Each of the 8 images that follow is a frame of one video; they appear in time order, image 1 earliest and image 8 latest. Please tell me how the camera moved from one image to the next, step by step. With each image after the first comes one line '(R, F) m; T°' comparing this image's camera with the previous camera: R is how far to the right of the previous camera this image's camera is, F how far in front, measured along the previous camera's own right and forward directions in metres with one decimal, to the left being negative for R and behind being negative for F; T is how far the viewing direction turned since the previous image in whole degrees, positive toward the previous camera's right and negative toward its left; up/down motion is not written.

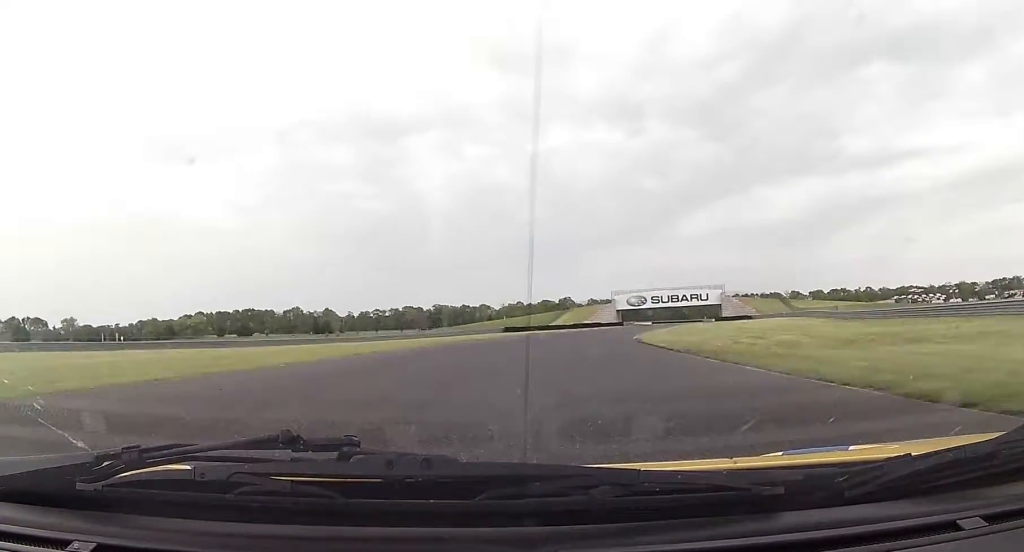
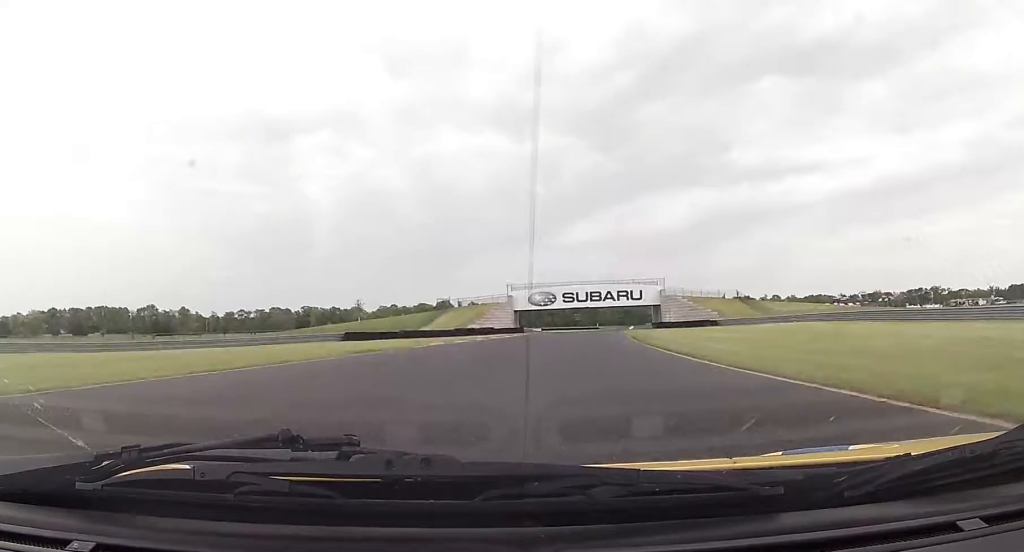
(+4.0, +45.3) m; +10°
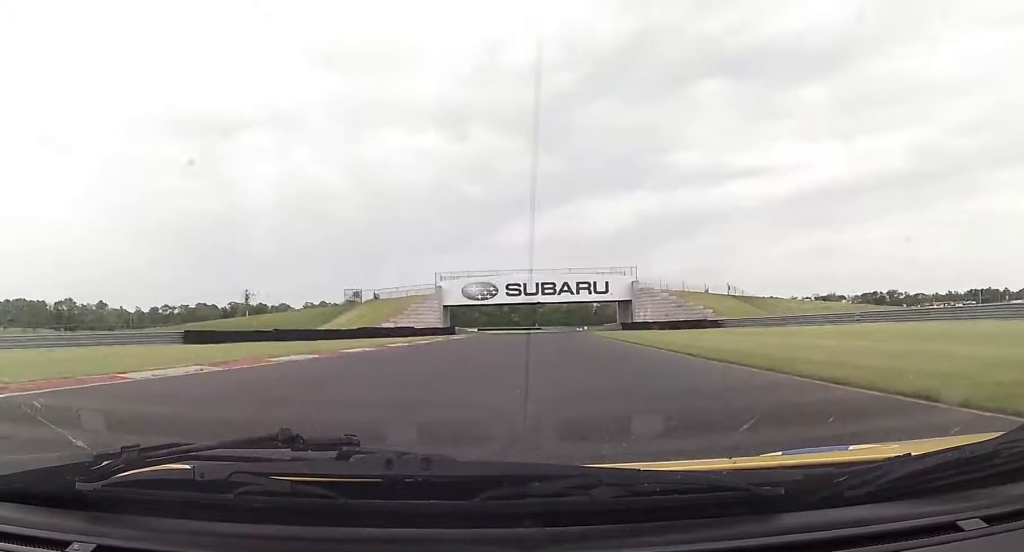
(+1.3, +26.0) m; +5°
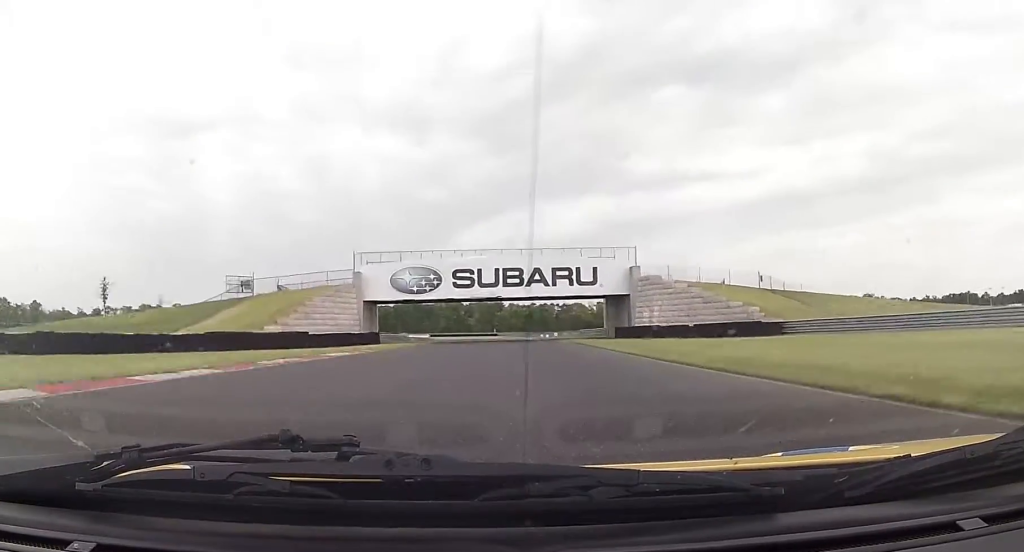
(+0.8, +26.3) m; +4°
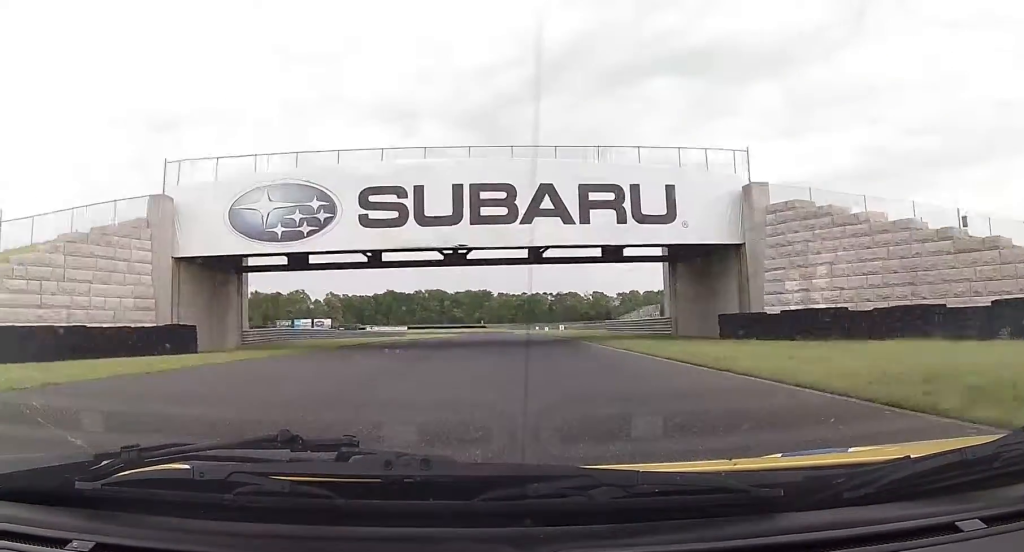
(+1.3, +35.0) m; +1°
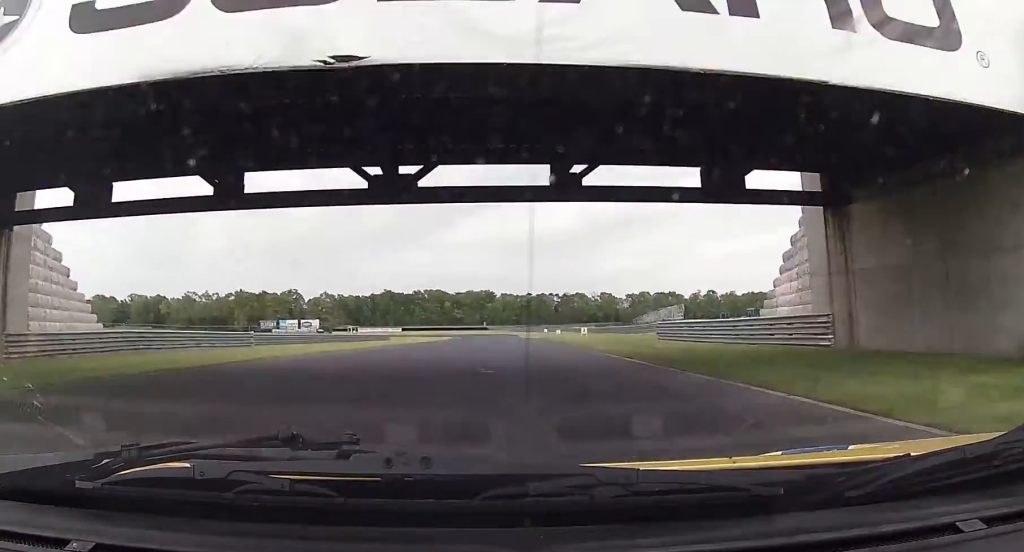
(+0.1, +20.6) m; 0°
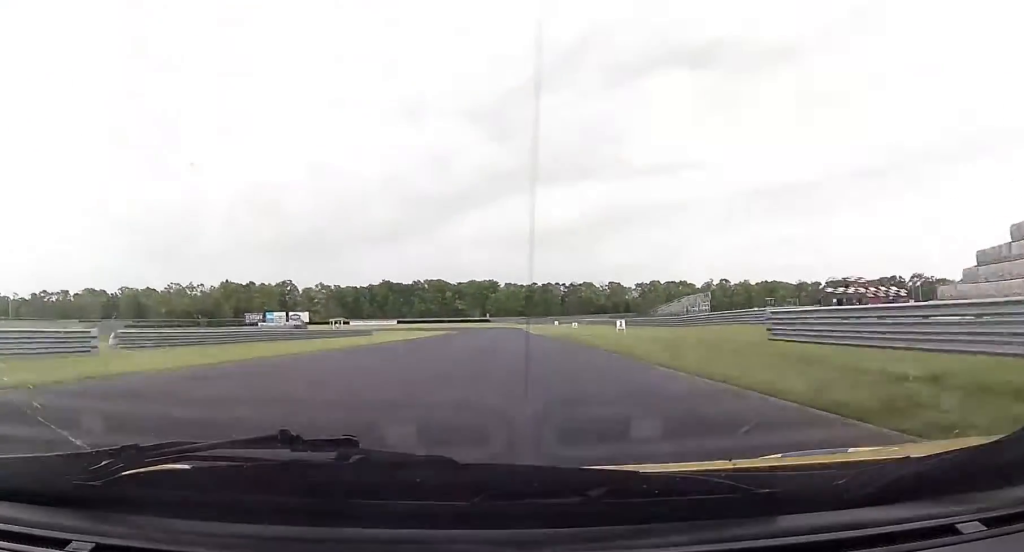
(-0.2, +17.7) m; 0°
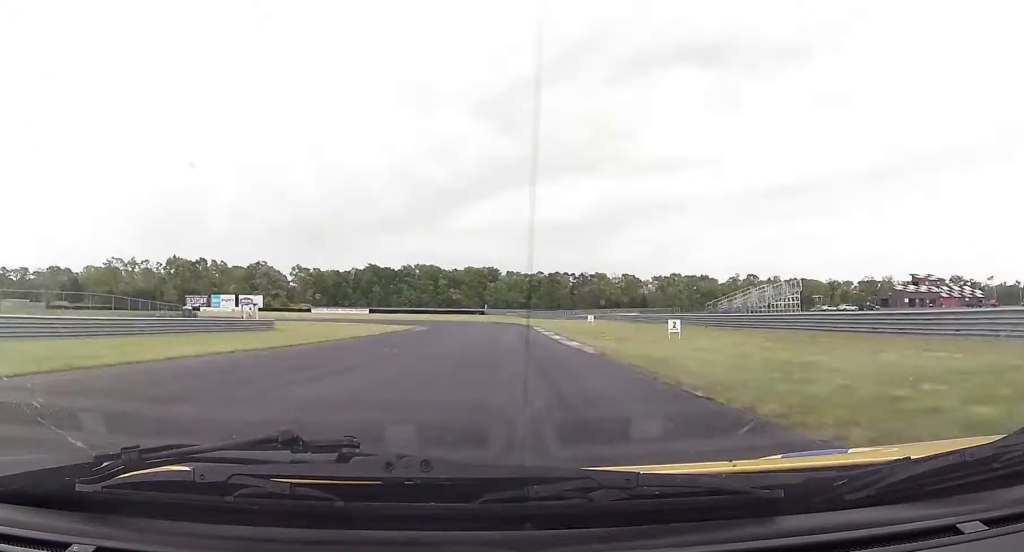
(+0.2, +44.1) m; +1°
